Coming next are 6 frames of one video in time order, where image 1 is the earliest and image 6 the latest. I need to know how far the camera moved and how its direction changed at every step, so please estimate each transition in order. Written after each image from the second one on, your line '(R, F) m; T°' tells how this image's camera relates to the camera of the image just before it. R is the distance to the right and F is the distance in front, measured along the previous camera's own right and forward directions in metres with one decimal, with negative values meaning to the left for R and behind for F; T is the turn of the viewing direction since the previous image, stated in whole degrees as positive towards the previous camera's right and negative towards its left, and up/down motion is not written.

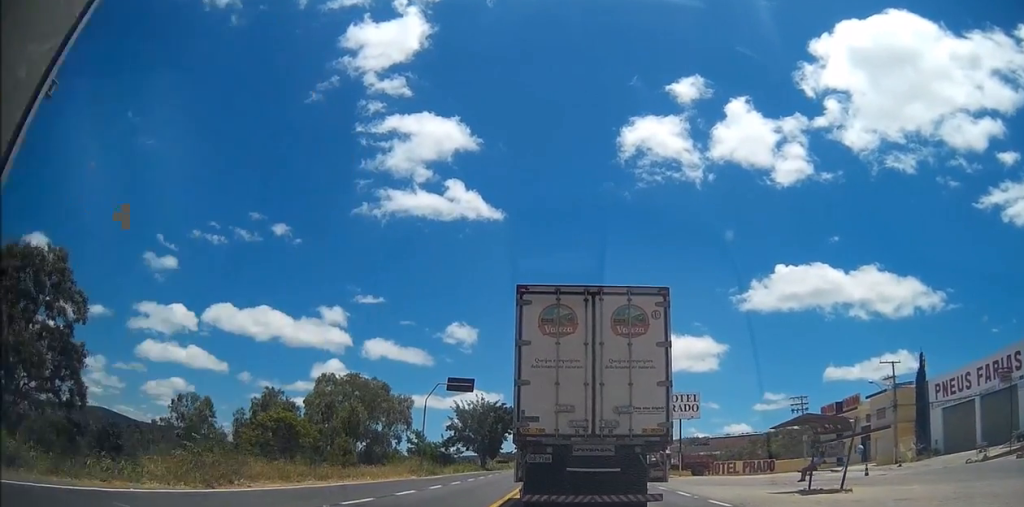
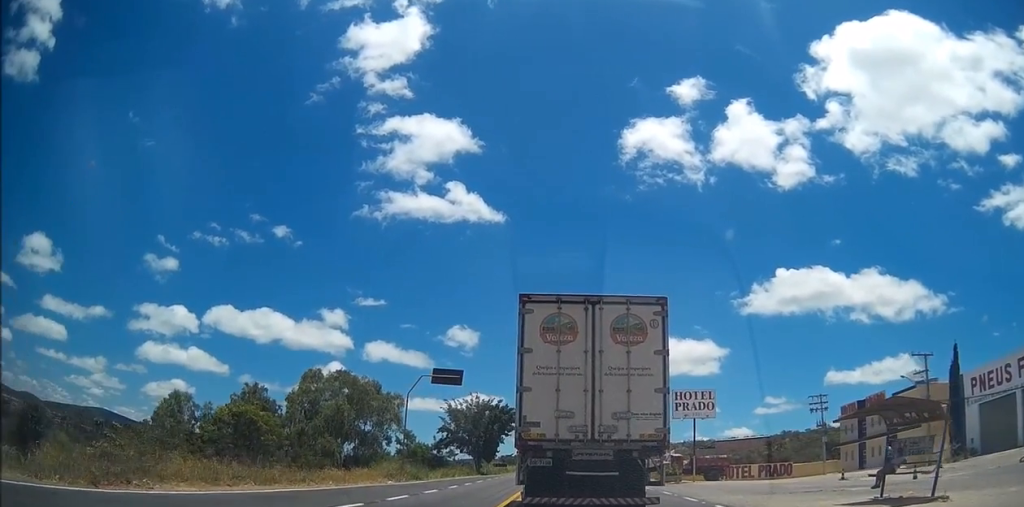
(-0.1, +5.7) m; -2°
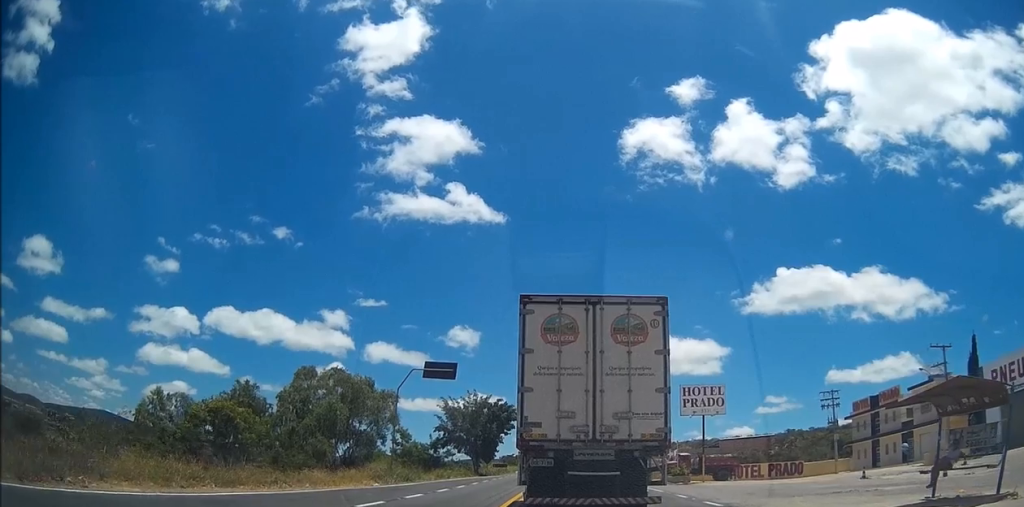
(-0.1, +2.7) m; 0°
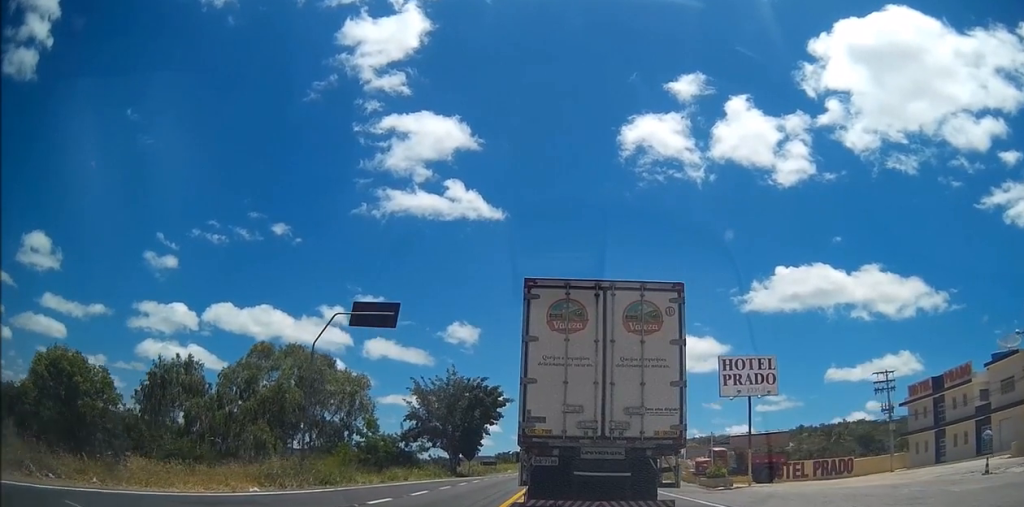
(+0.5, +13.0) m; +2°
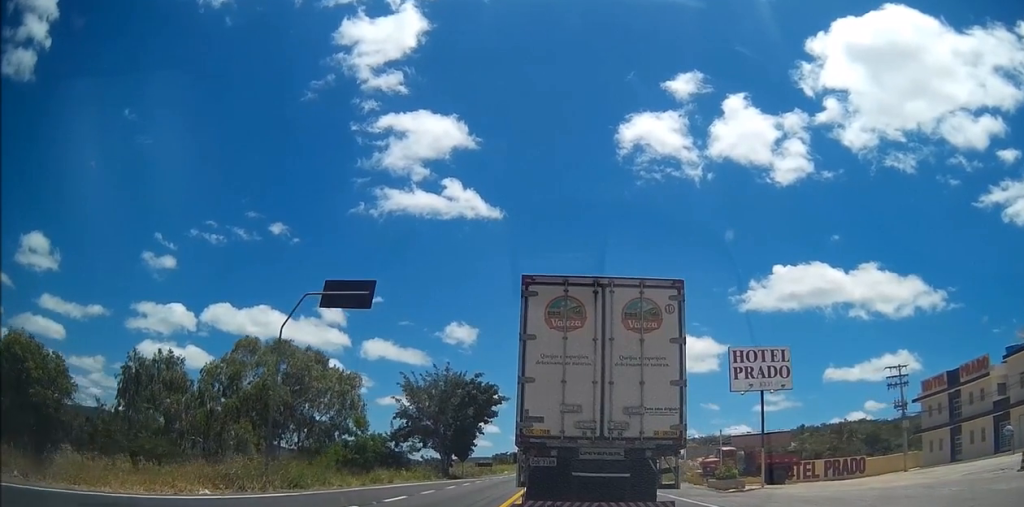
(0.0, +2.9) m; -1°
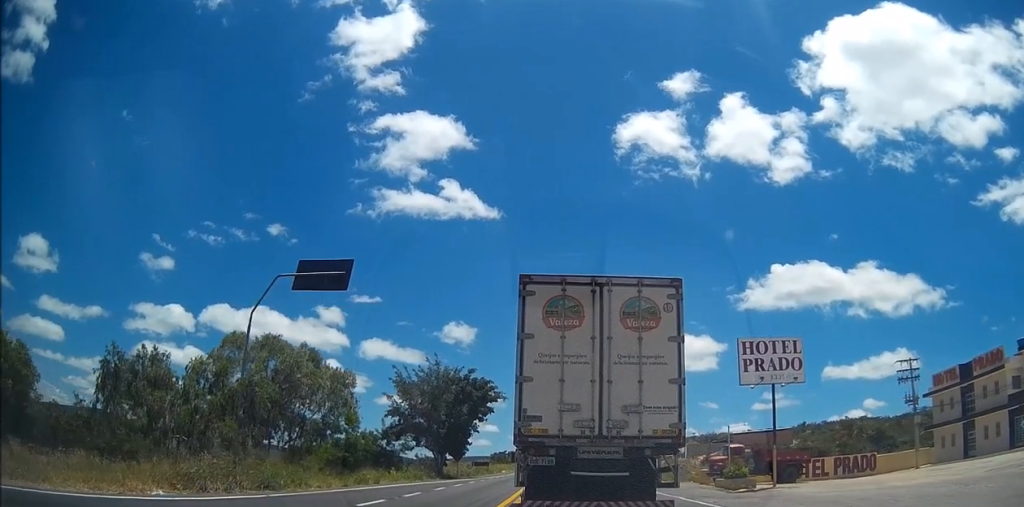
(0.0, +2.3) m; 0°
